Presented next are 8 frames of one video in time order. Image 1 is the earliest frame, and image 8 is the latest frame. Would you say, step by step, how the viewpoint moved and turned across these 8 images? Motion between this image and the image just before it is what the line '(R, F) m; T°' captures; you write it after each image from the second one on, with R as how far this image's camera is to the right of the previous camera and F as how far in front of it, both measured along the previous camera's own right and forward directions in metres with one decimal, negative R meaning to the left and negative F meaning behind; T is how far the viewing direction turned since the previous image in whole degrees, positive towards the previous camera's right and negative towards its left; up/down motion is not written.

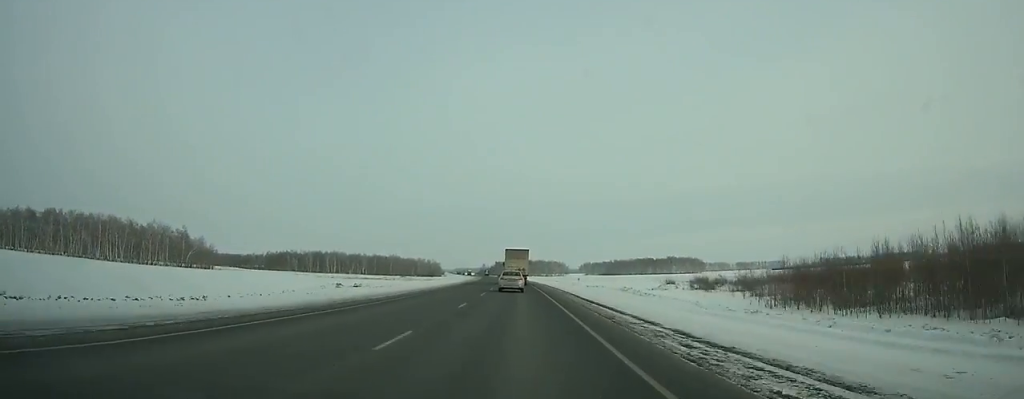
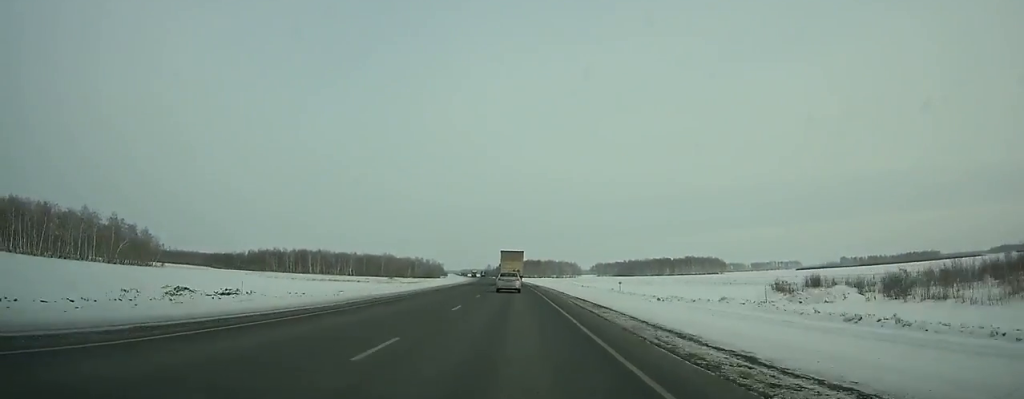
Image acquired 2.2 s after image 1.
(-0.4, +49.3) m; -1°
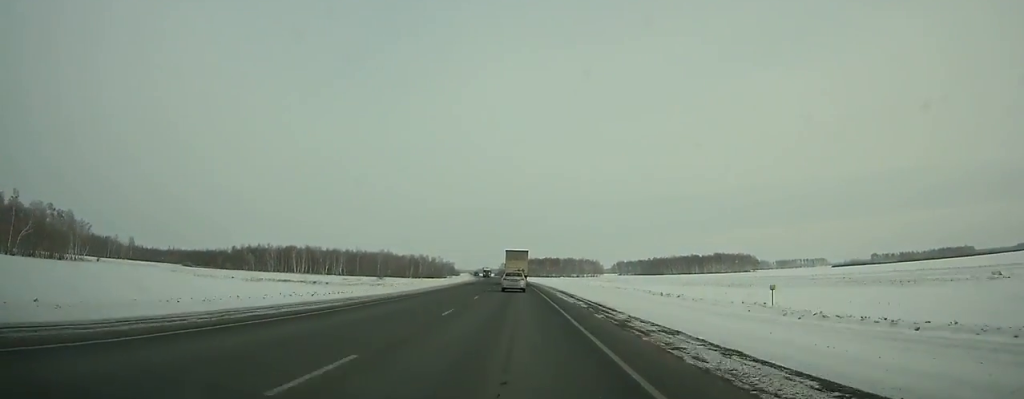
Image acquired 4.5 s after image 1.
(-0.6, +51.9) m; -1°
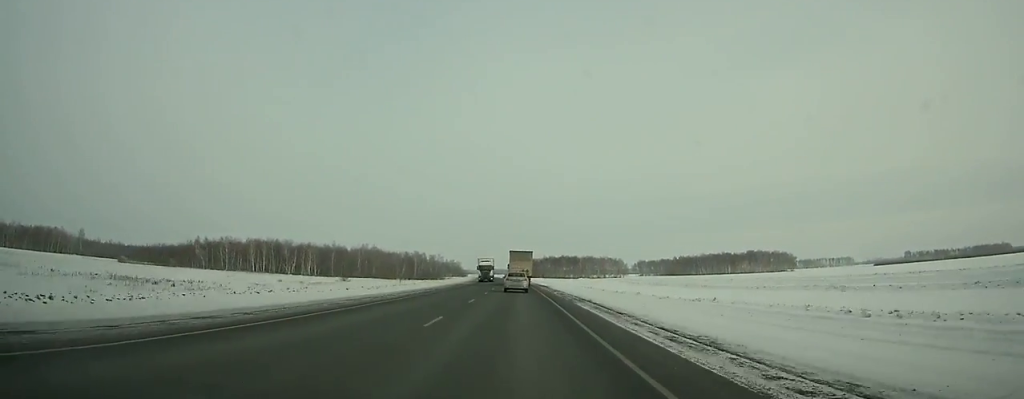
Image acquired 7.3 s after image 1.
(-0.7, +63.5) m; -1°
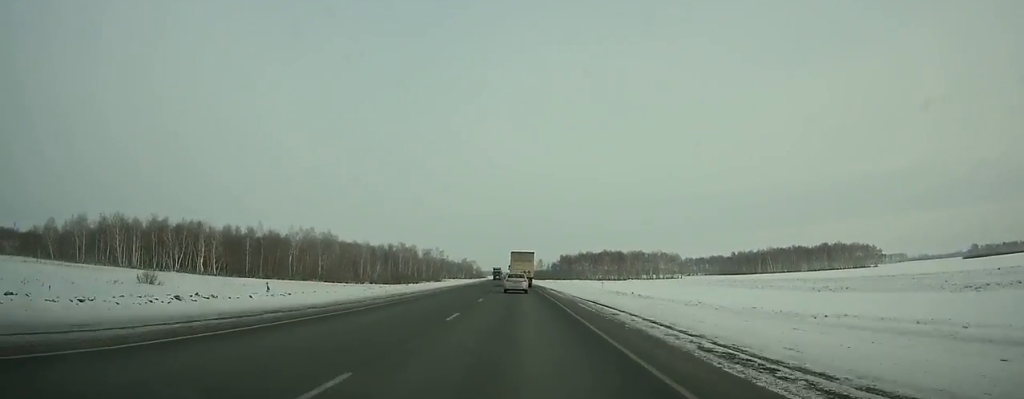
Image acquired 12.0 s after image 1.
(-2.0, +106.7) m; -2°
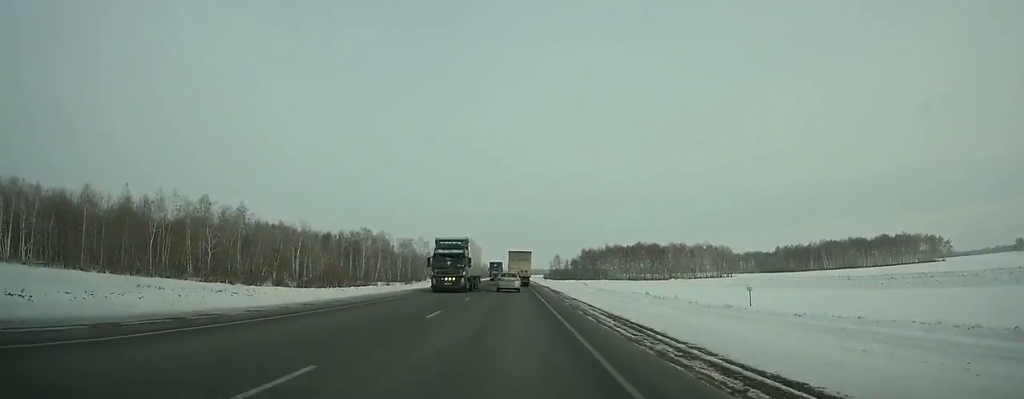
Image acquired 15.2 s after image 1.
(-0.4, +72.7) m; -1°
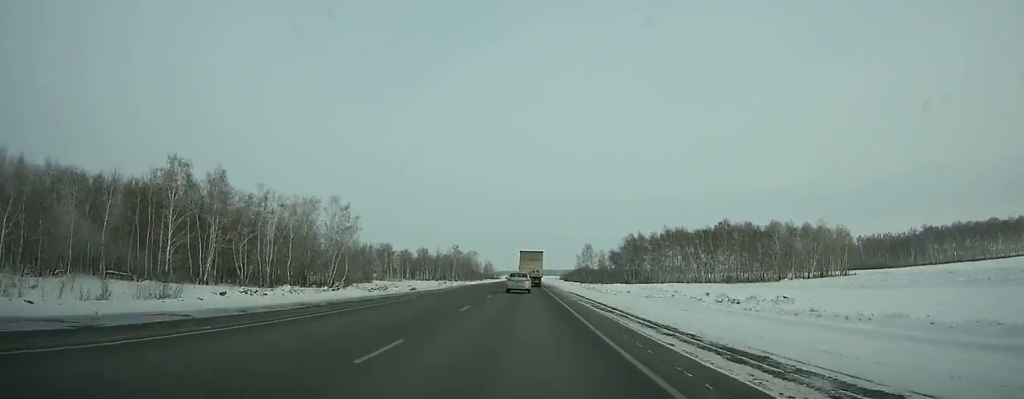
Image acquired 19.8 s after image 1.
(-1.0, +105.0) m; -1°
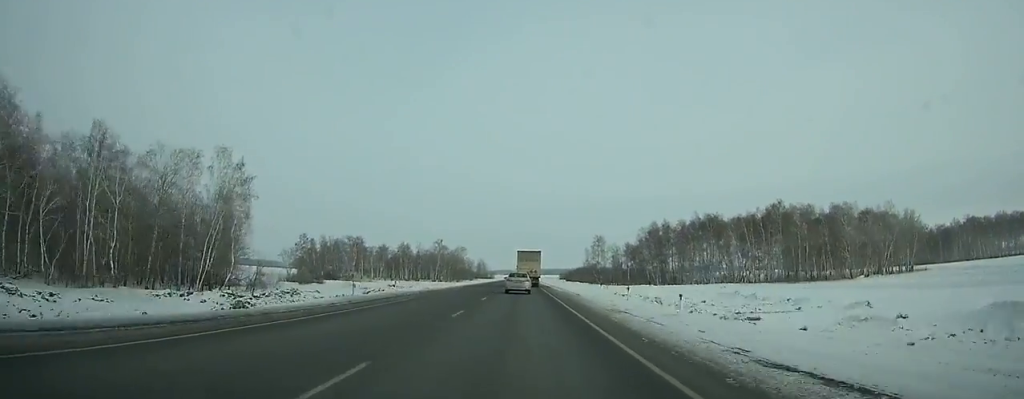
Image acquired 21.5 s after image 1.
(0.0, +39.0) m; 0°
